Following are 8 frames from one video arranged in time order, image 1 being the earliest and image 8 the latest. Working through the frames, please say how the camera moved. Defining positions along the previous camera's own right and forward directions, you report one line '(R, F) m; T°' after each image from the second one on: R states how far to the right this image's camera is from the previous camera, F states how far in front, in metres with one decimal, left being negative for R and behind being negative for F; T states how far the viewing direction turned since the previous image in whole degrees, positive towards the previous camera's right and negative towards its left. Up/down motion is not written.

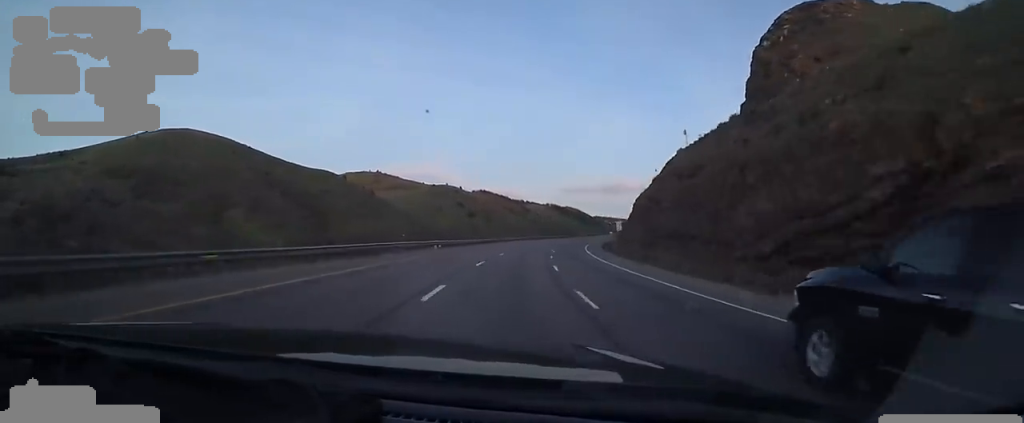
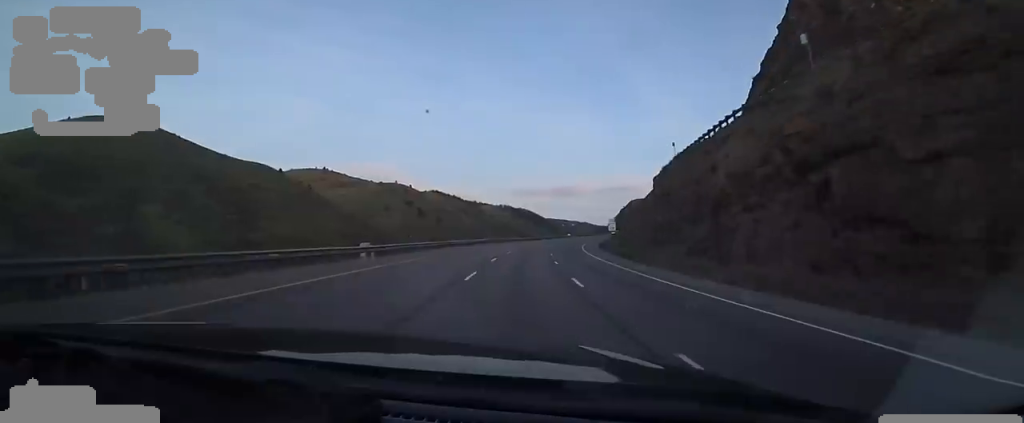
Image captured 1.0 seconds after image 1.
(+1.5, +30.3) m; +8°
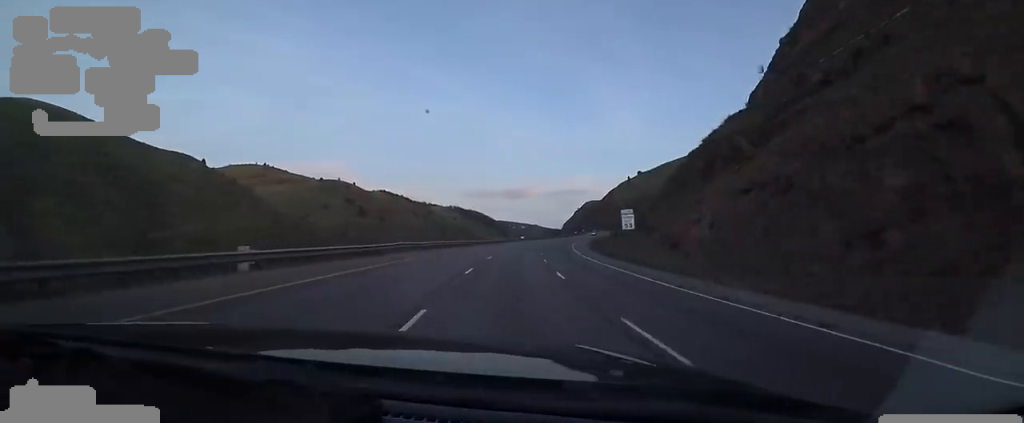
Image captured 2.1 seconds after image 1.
(+2.9, +32.6) m; +7°
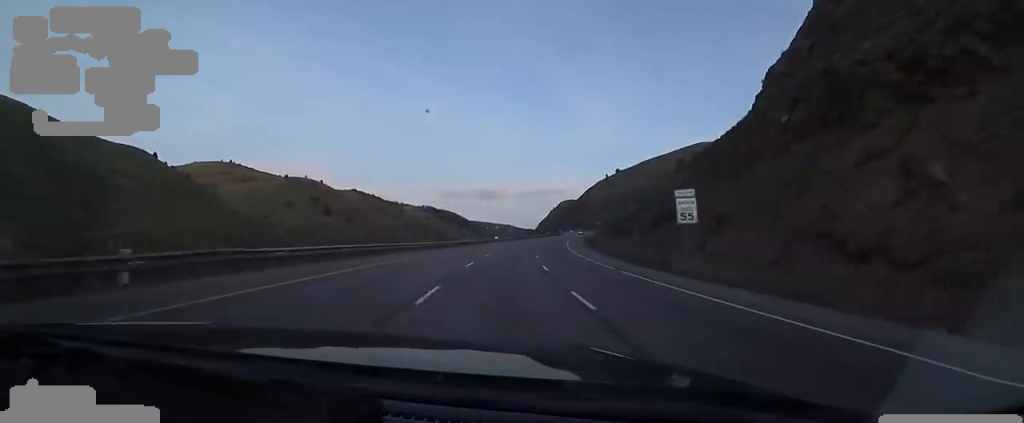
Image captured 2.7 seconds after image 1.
(+0.6, +19.6) m; +2°
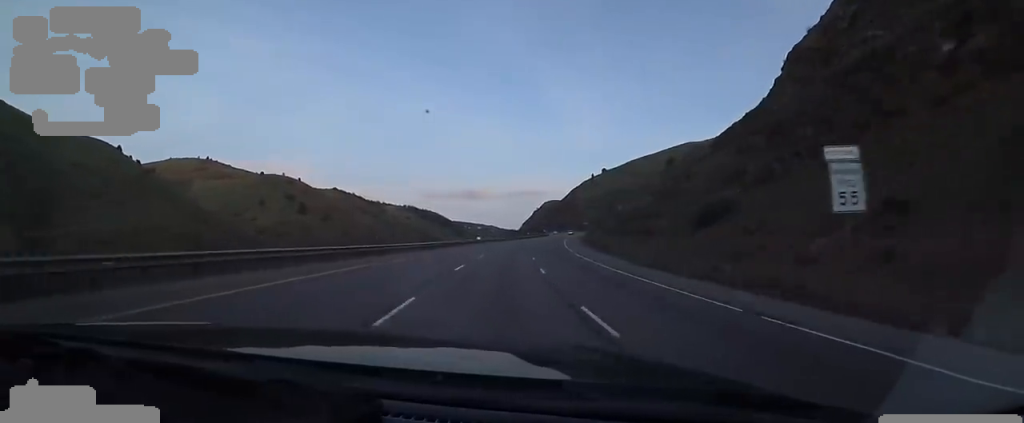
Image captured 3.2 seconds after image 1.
(0.0, +14.5) m; +3°
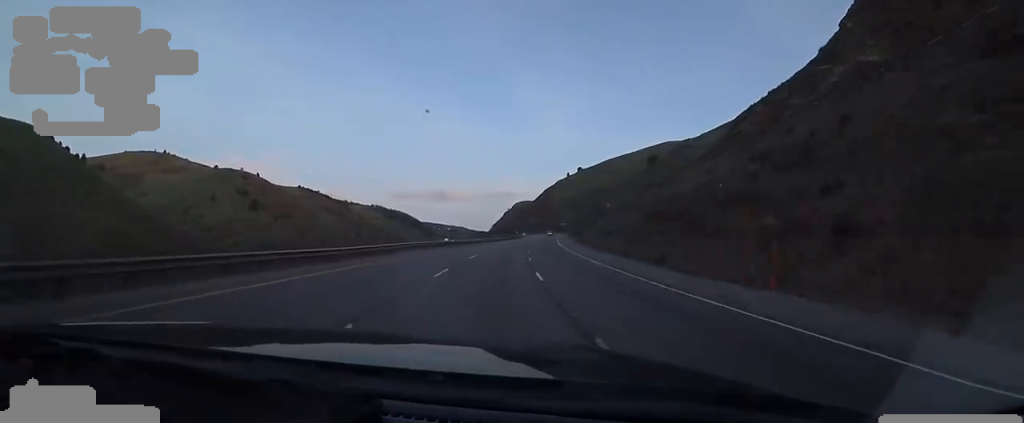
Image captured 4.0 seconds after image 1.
(+0.8, +26.8) m; +4°
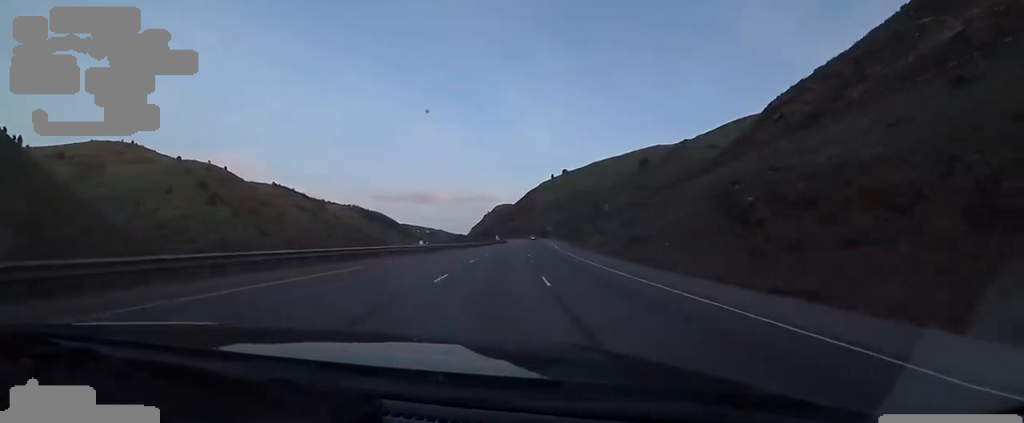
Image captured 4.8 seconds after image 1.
(+1.6, +24.8) m; +2°
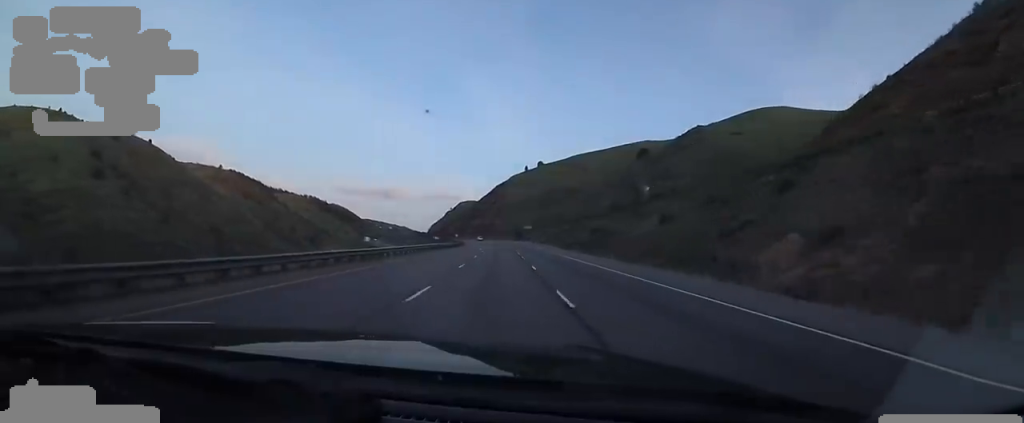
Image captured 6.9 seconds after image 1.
(+1.0, +64.0) m; +5°
